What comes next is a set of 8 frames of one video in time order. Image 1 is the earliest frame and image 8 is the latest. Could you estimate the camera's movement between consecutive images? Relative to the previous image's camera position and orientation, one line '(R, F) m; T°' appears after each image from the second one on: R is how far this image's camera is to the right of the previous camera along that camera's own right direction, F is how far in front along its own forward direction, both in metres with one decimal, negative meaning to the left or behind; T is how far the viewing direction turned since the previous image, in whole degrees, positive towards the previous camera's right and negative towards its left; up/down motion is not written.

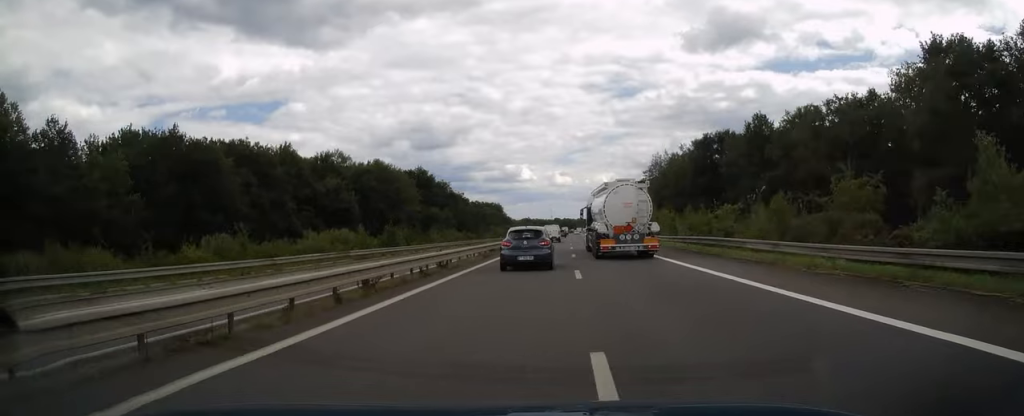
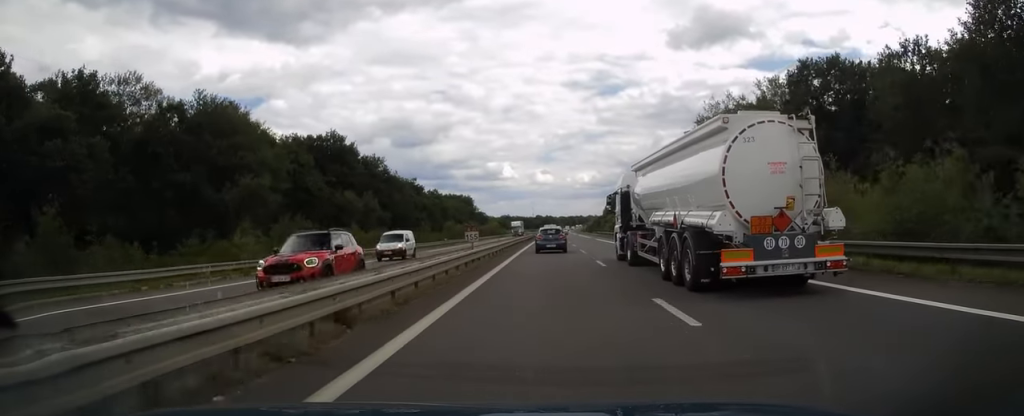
(+0.5, +59.9) m; +1°
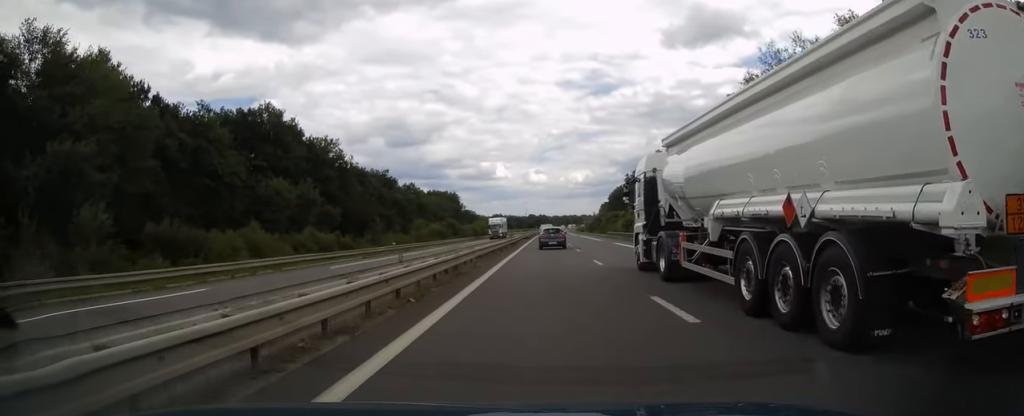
(+0.1, +25.6) m; 0°
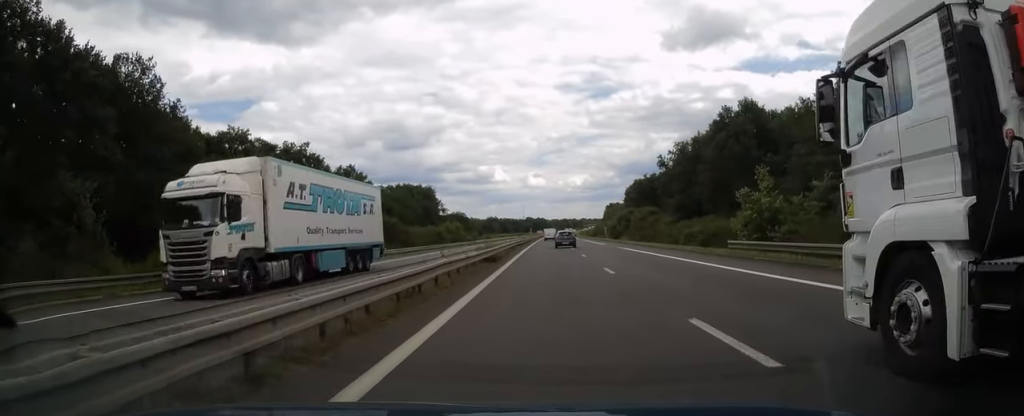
(+0.4, +53.8) m; 0°
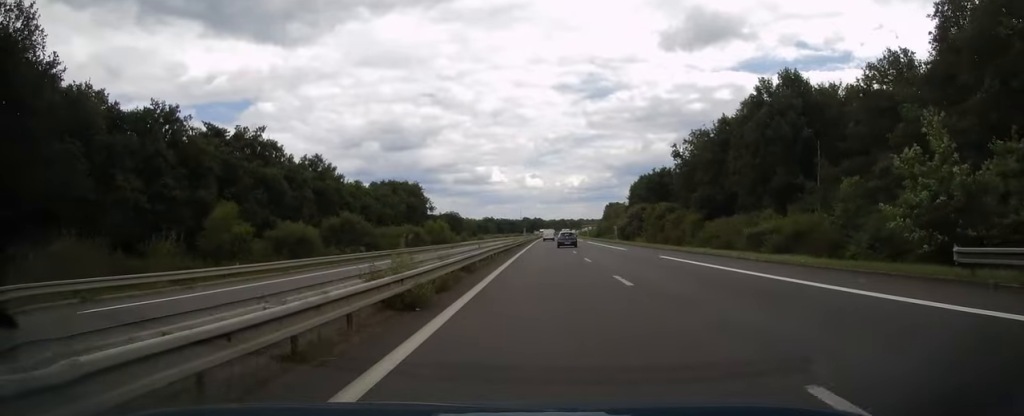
(0.0, +16.4) m; 0°
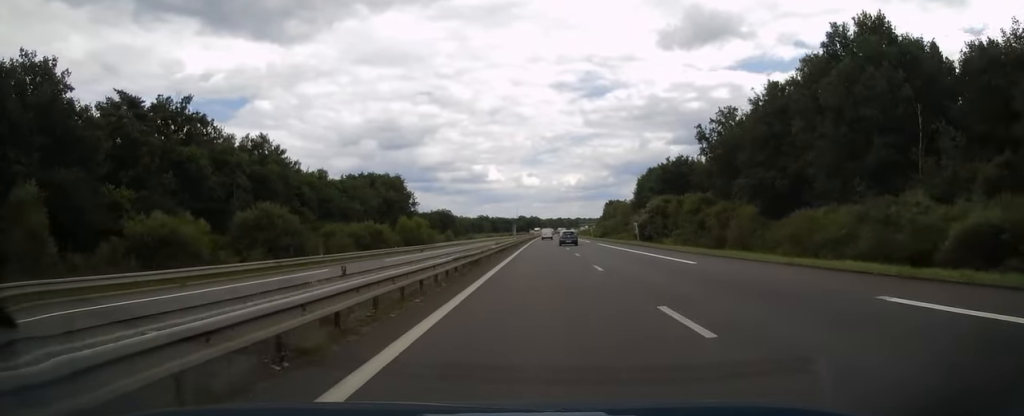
(0.0, +19.5) m; 0°
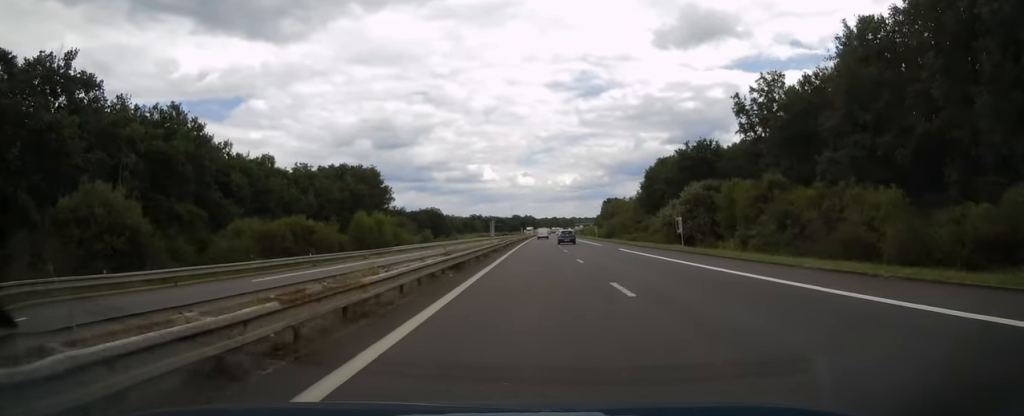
(+0.1, +20.4) m; 0°
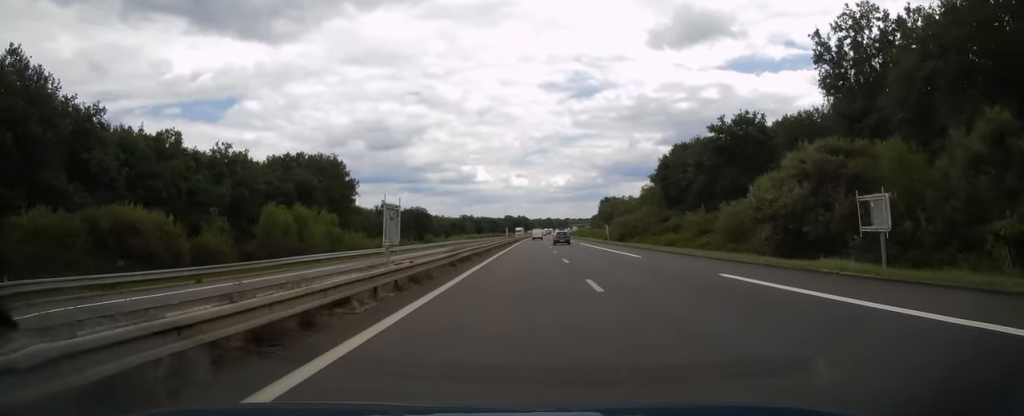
(+0.1, +24.0) m; 0°
